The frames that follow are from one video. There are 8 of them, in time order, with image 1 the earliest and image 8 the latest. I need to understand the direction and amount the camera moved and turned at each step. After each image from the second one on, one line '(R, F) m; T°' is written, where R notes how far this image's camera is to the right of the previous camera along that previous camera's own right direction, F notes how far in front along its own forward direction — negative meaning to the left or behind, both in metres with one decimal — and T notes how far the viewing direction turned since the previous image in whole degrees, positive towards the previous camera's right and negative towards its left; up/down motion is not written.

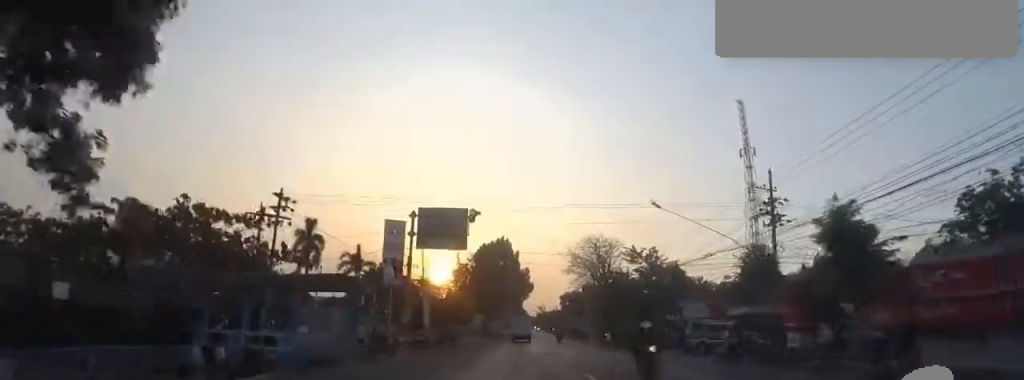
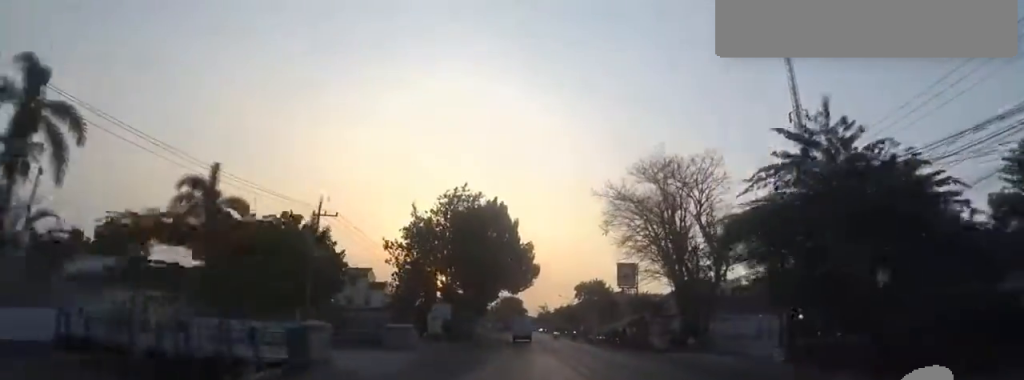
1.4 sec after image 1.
(-1.2, +27.9) m; -1°
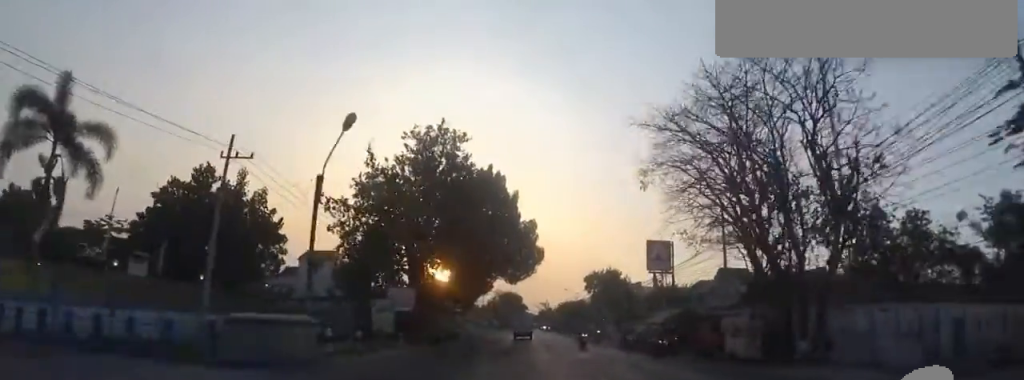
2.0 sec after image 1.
(+0.2, +11.5) m; 0°
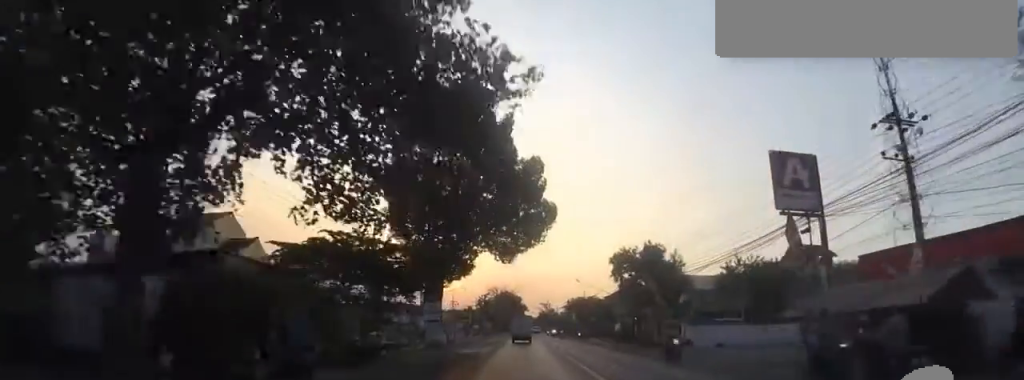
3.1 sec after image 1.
(+0.1, +19.7) m; -1°
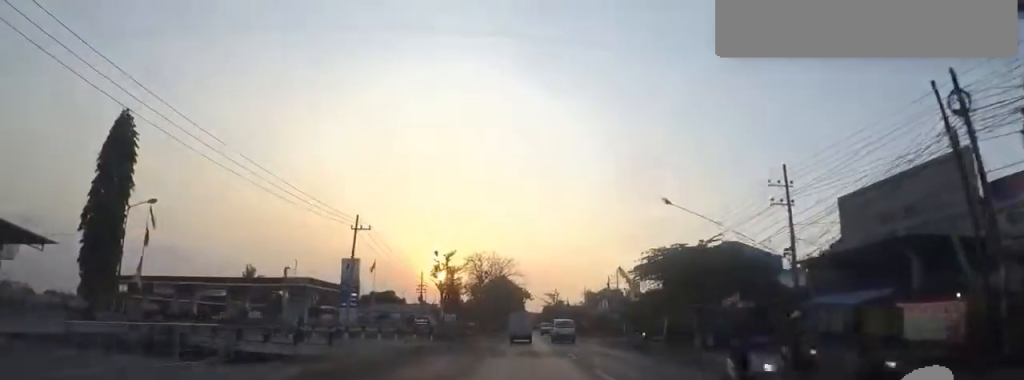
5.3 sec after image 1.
(-0.3, +42.7) m; +1°
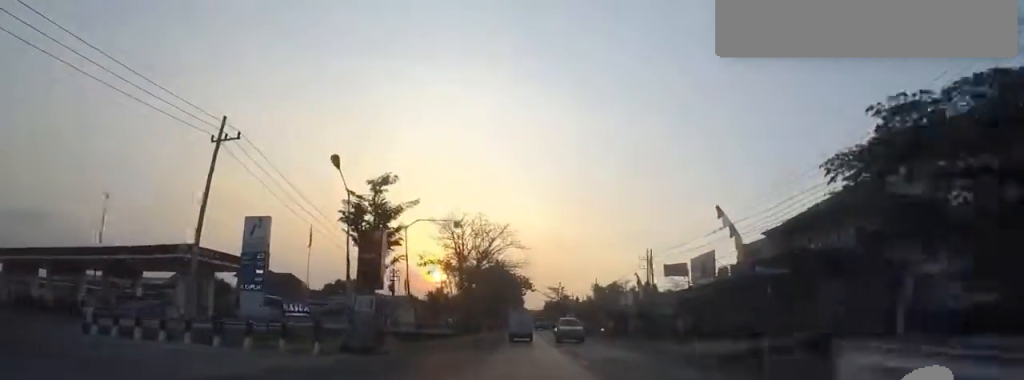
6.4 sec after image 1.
(-0.1, +20.0) m; +1°
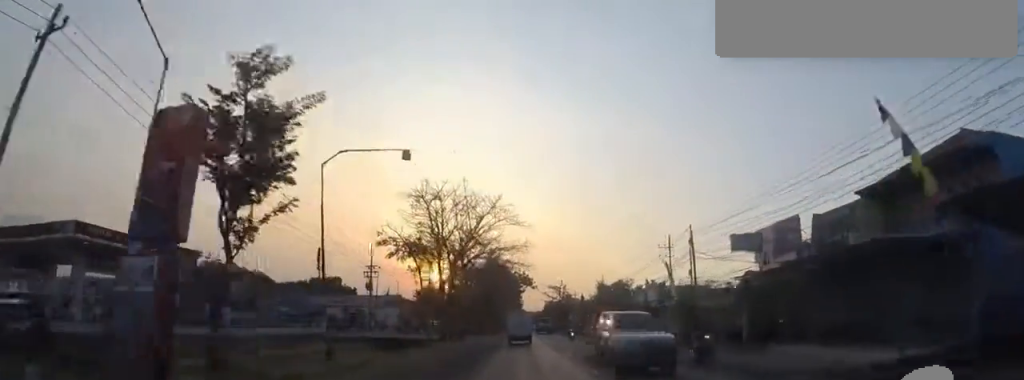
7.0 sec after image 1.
(+0.1, +10.0) m; +1°
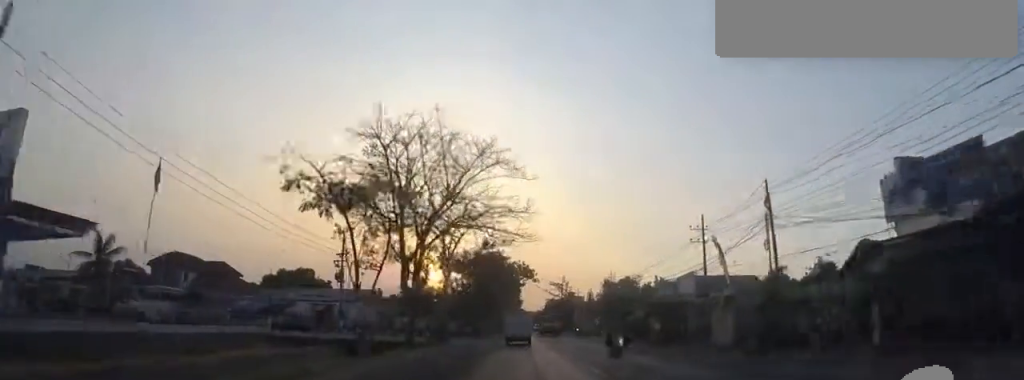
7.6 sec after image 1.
(+0.2, +9.9) m; +1°
